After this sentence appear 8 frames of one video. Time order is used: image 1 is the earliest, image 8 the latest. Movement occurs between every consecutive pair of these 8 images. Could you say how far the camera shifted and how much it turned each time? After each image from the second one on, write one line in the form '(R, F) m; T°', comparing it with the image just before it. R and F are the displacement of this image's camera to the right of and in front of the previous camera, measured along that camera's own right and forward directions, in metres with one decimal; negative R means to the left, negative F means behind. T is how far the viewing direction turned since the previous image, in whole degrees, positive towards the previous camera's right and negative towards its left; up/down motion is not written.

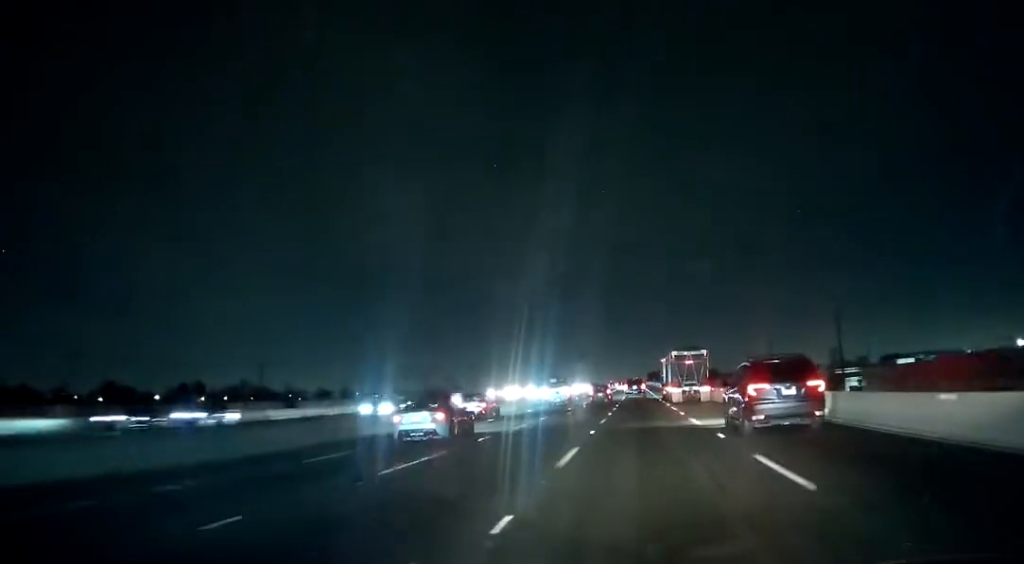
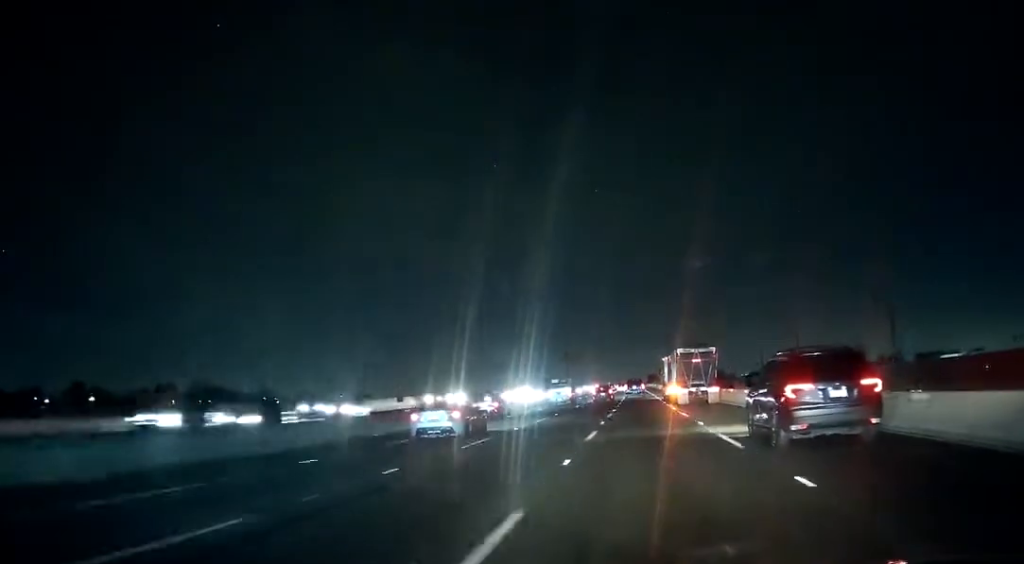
(+0.2, +23.3) m; +1°
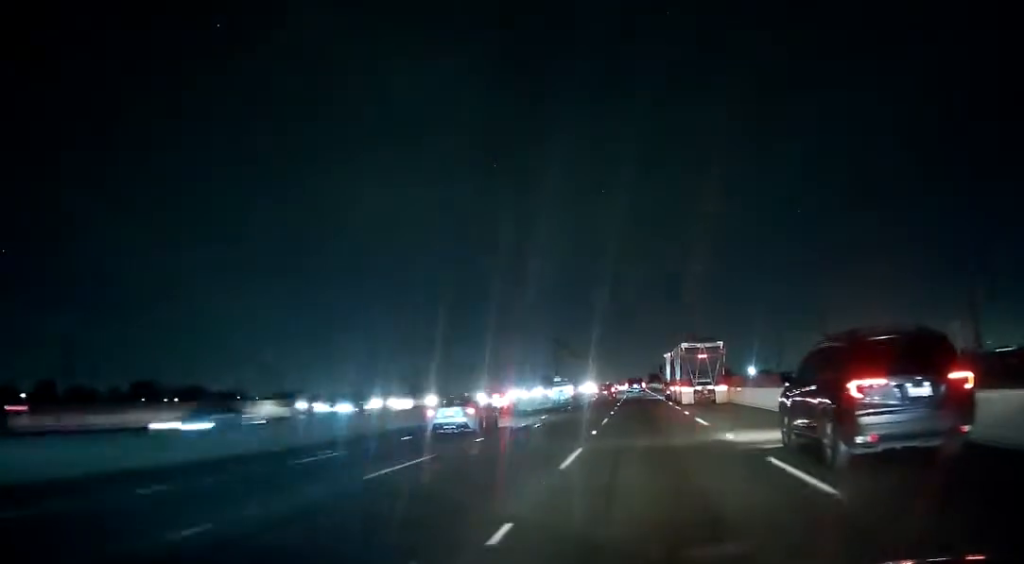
(0.0, +21.5) m; 0°
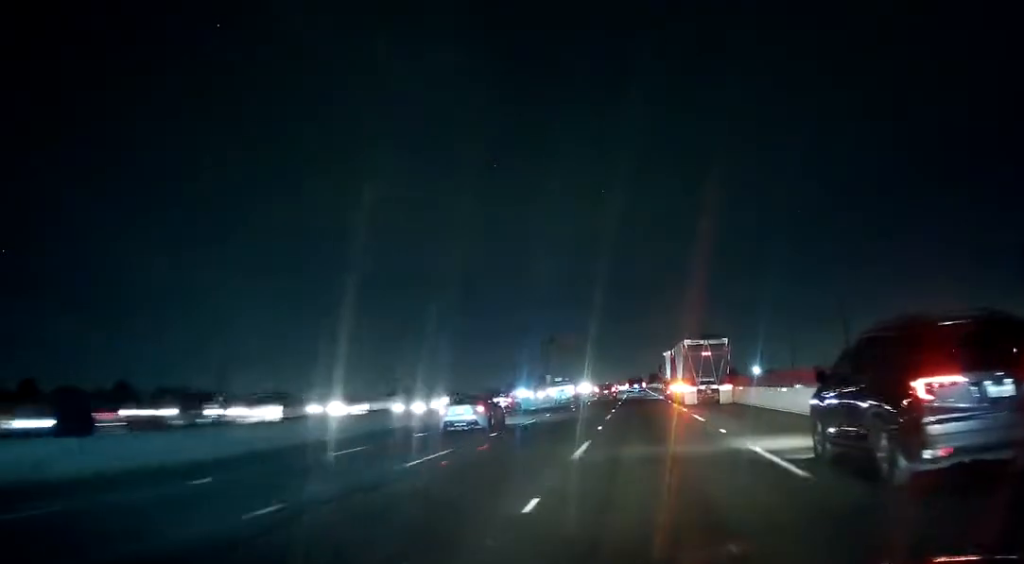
(0.0, +12.4) m; 0°
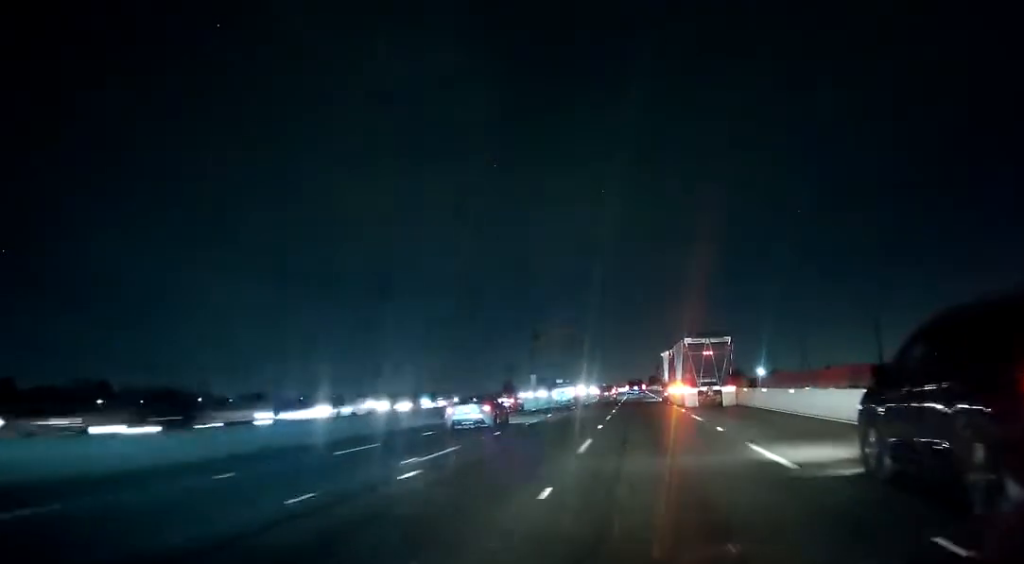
(+0.1, +14.0) m; 0°
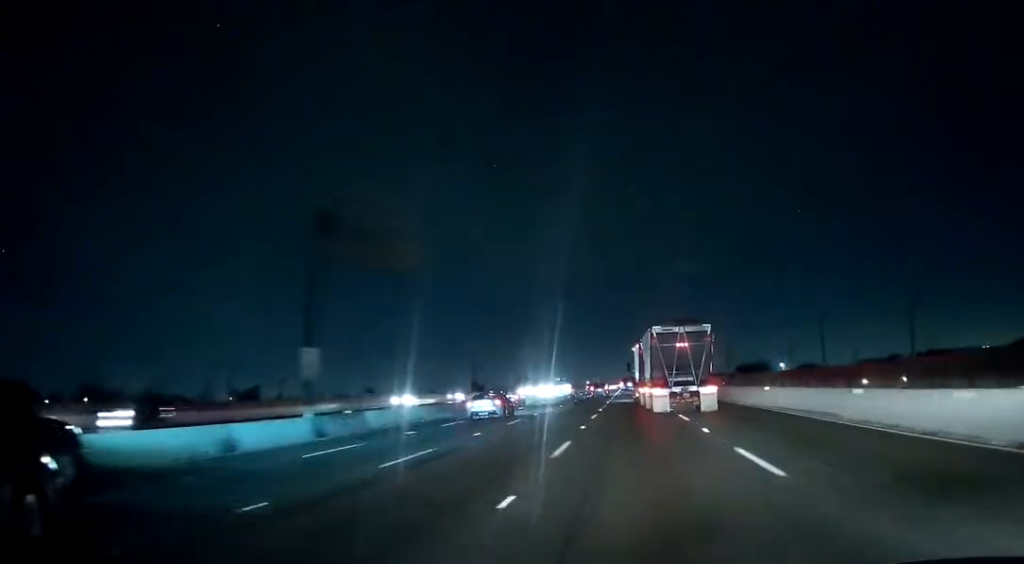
(-0.8, +58.6) m; -1°
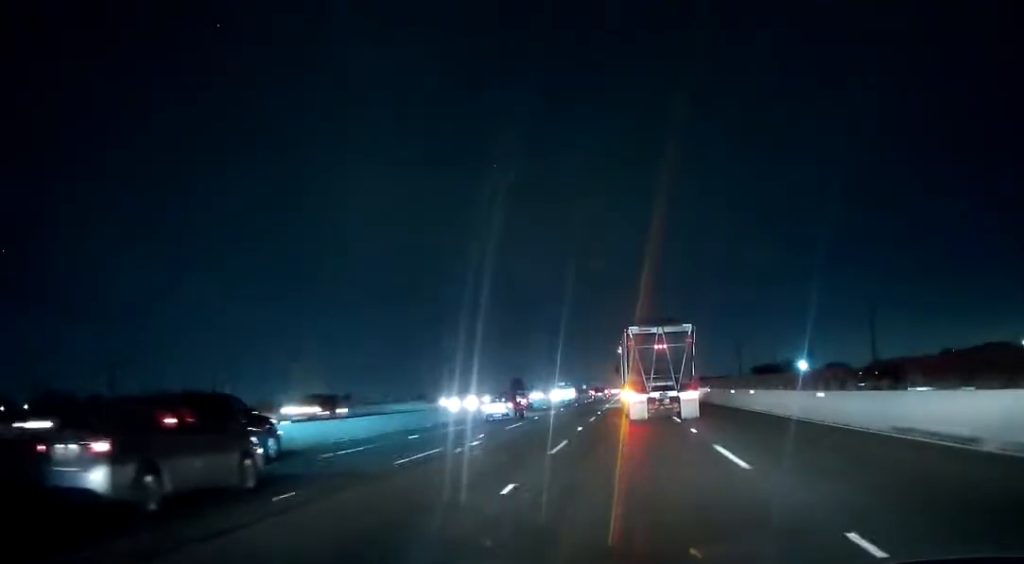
(+0.2, +27.5) m; 0°
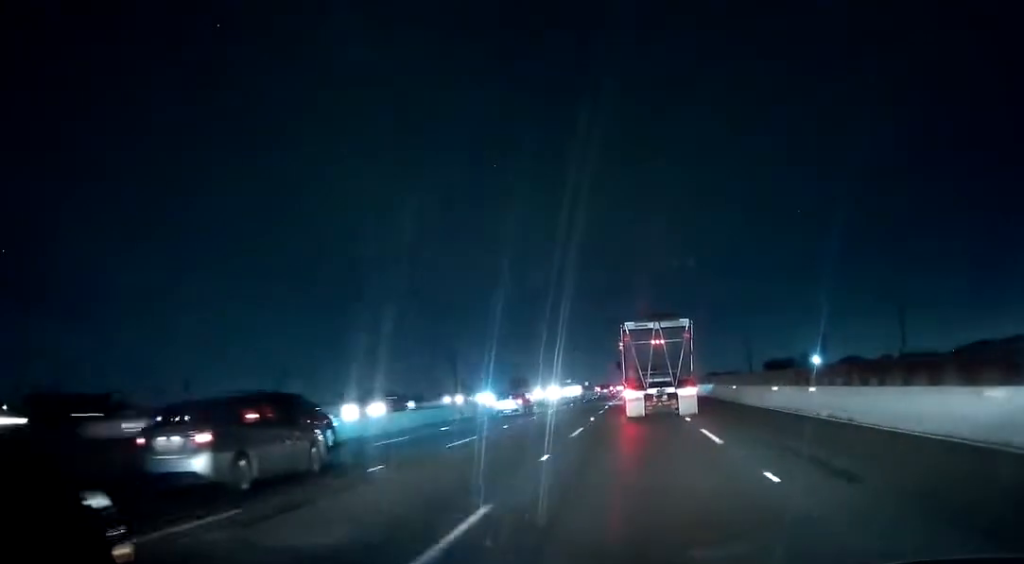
(-0.1, +10.3) m; 0°
